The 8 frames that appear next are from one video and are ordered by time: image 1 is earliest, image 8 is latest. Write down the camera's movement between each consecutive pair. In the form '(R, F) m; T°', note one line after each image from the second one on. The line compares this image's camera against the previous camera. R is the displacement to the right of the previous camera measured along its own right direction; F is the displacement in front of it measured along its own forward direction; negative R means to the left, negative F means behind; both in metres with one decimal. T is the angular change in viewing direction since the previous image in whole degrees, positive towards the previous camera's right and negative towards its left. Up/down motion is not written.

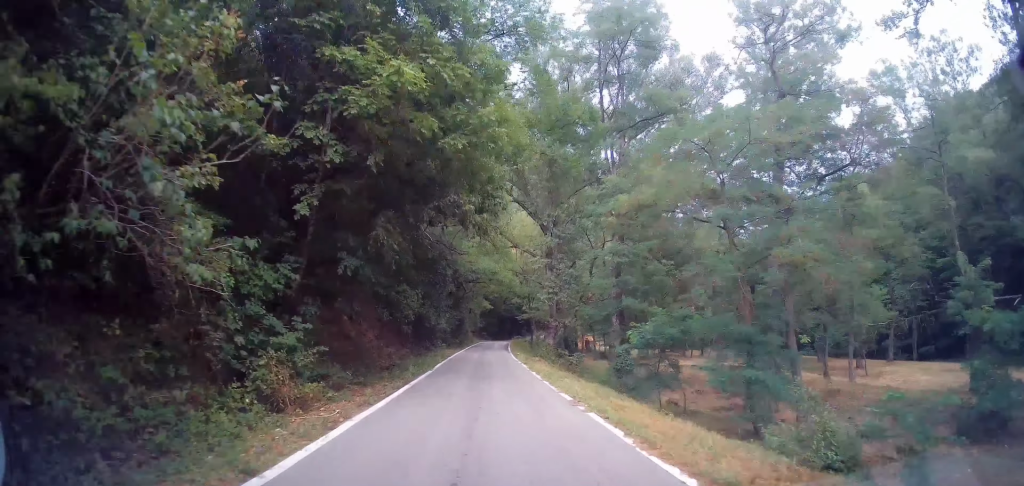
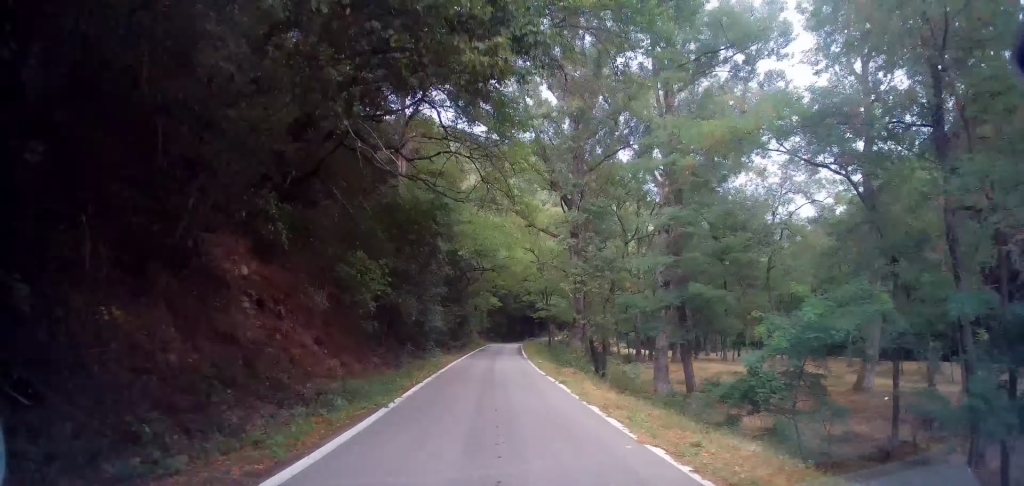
(-0.2, +9.2) m; +2°
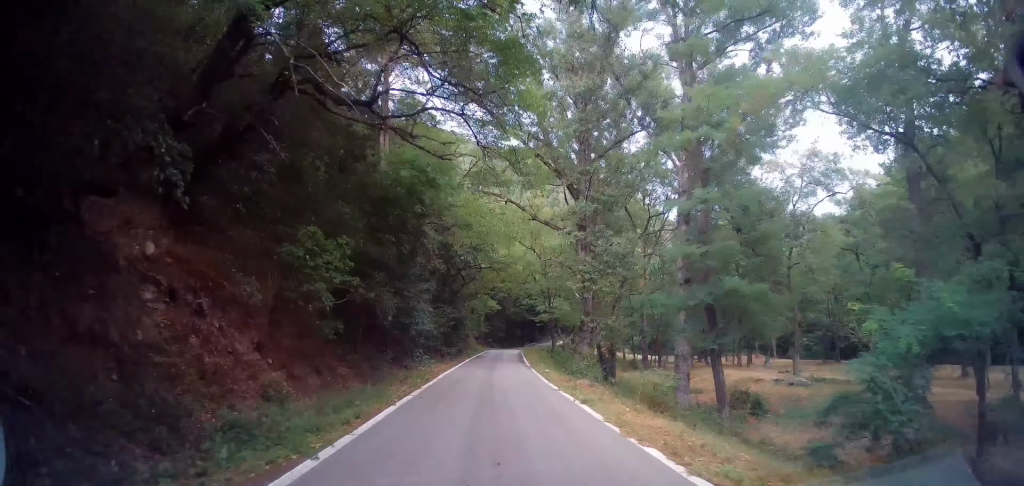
(+0.3, +3.5) m; +1°
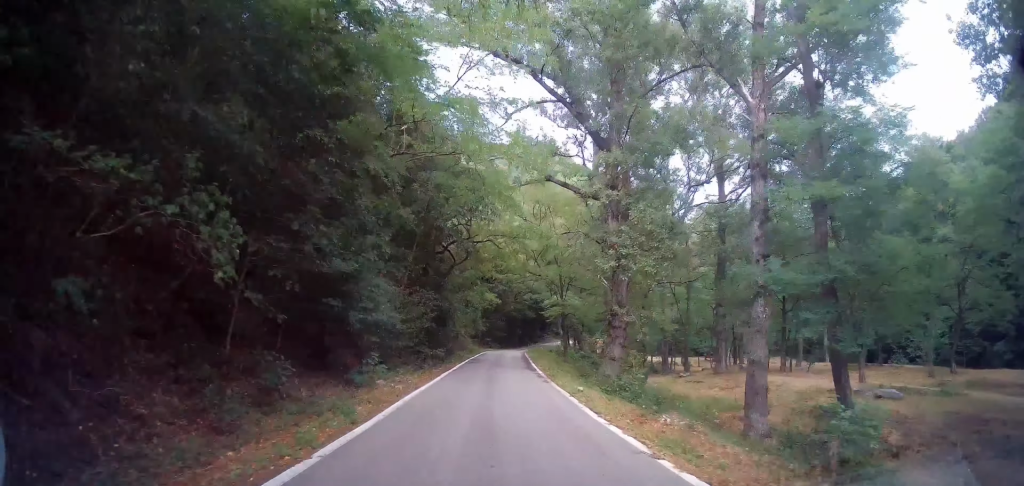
(-0.2, +7.9) m; 0°
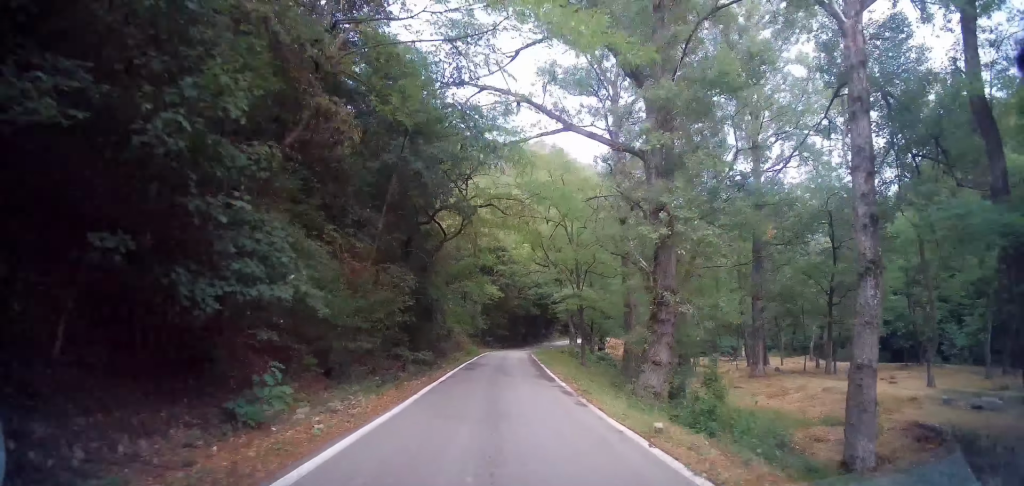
(-0.1, +5.9) m; 0°
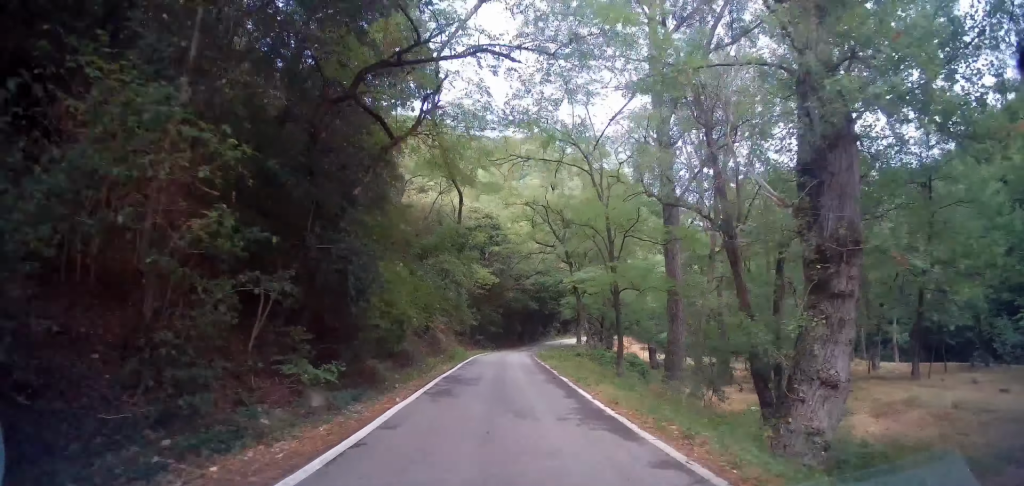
(+0.2, +9.1) m; +1°
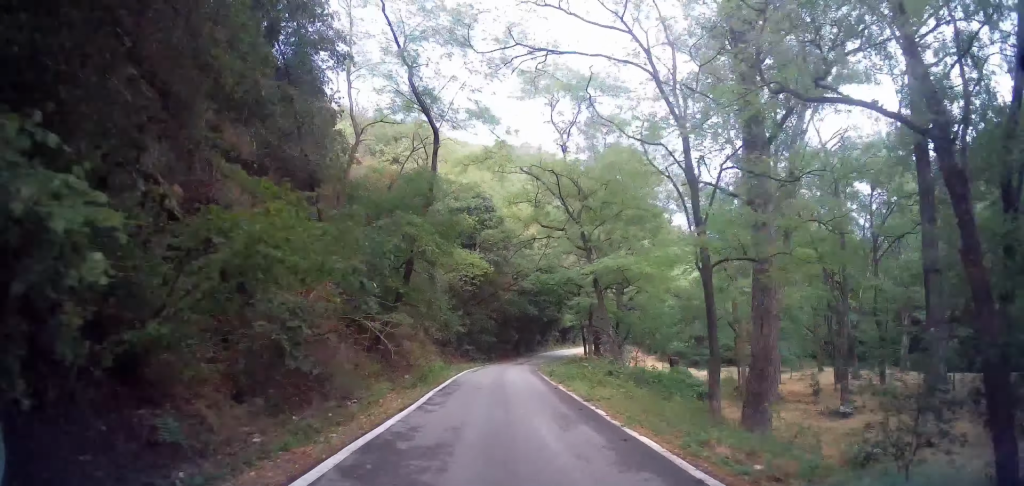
(-0.2, +8.4) m; -1°
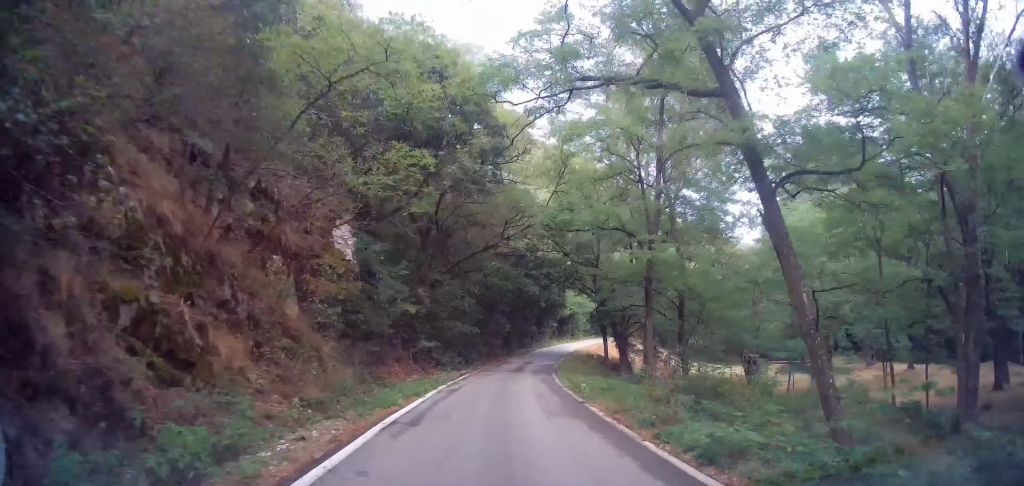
(+0.7, +16.2) m; +3°
